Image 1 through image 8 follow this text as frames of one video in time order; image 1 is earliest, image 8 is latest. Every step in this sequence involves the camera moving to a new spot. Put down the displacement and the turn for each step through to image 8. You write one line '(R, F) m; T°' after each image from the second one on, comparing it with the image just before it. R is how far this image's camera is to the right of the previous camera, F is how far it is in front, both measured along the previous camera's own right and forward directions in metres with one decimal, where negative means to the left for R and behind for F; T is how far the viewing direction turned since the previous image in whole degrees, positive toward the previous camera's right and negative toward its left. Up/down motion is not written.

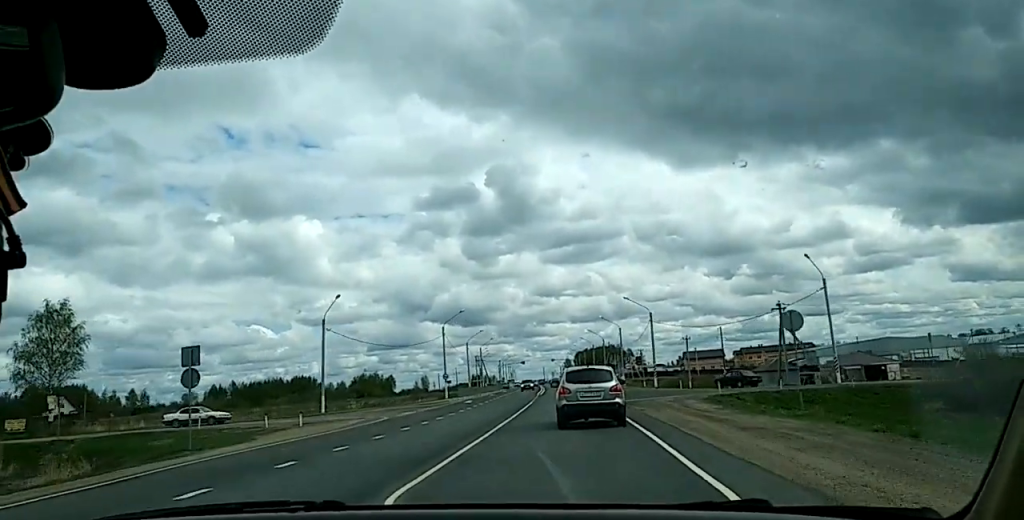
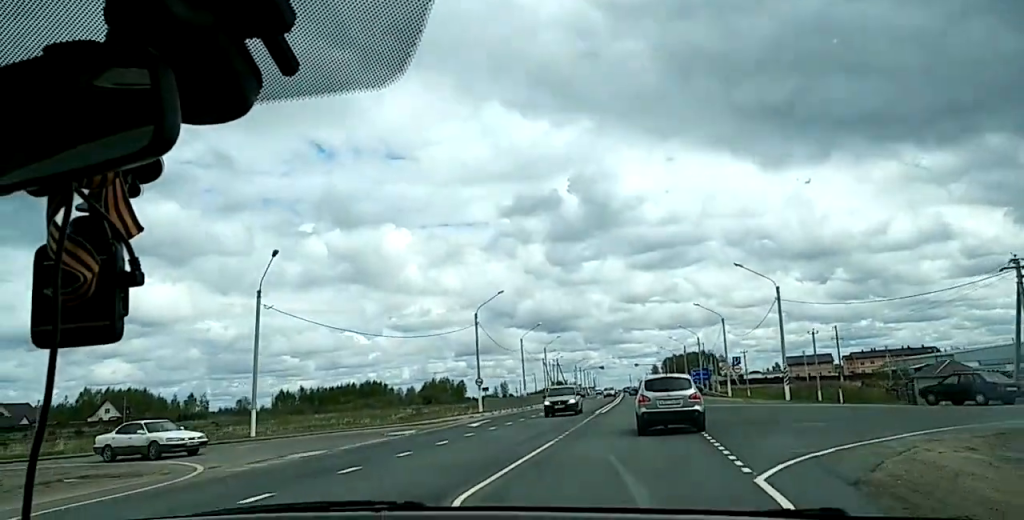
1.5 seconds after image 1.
(-0.9, +28.5) m; -2°
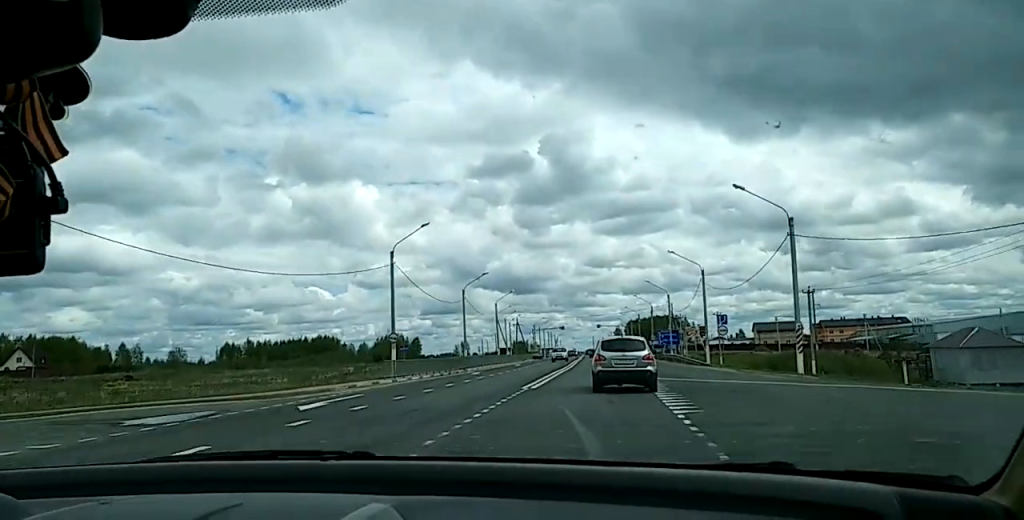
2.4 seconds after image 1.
(0.0, +16.3) m; 0°
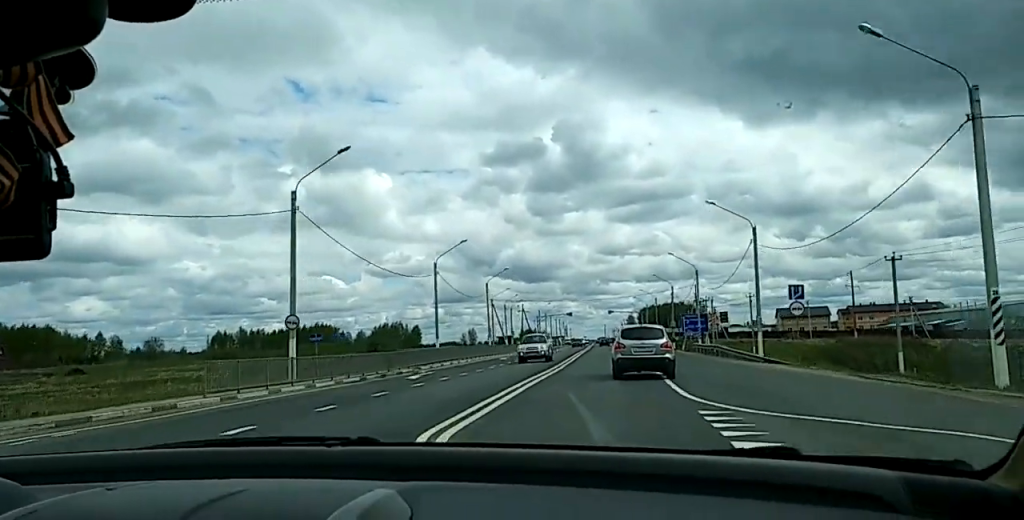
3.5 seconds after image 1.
(+0.1, +18.6) m; -1°
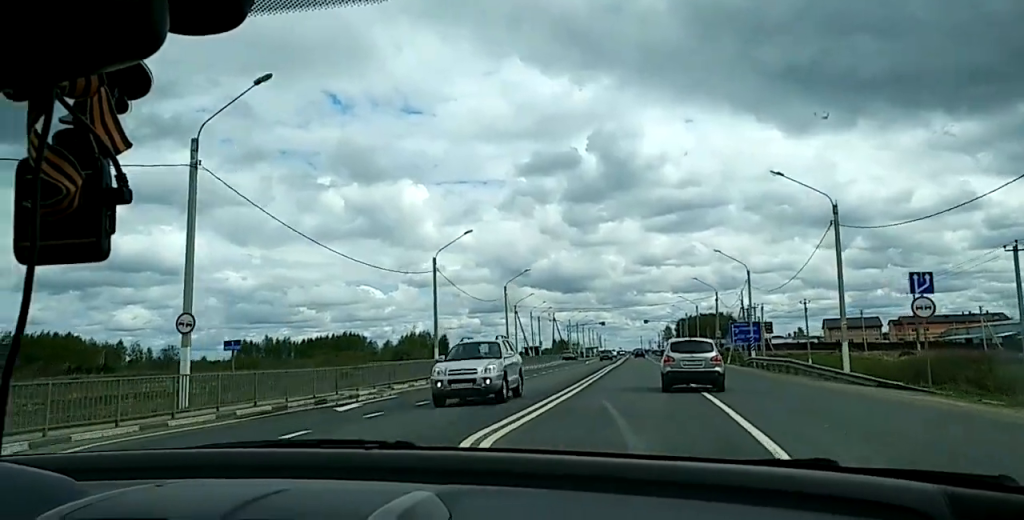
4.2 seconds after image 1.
(-0.1, +11.6) m; -1°
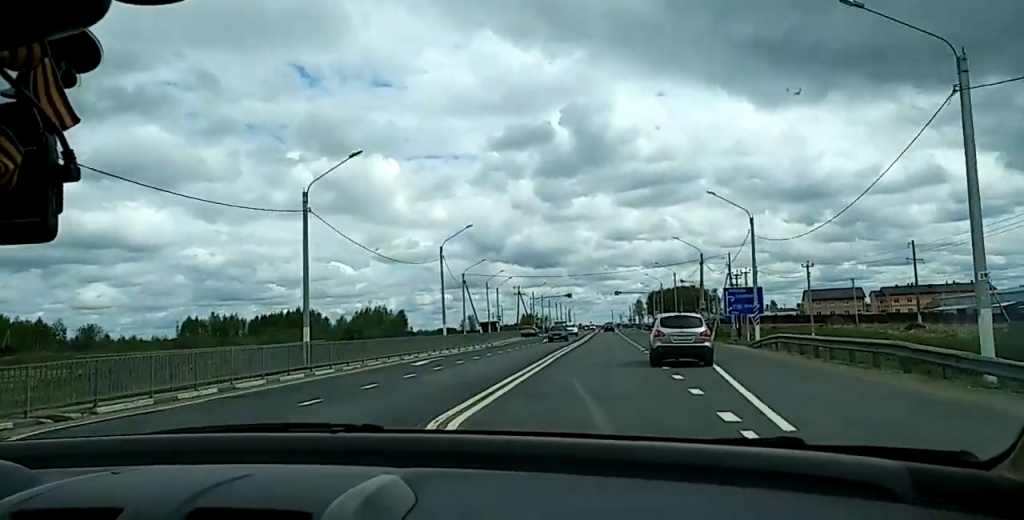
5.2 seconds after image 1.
(-0.2, +16.5) m; -1°
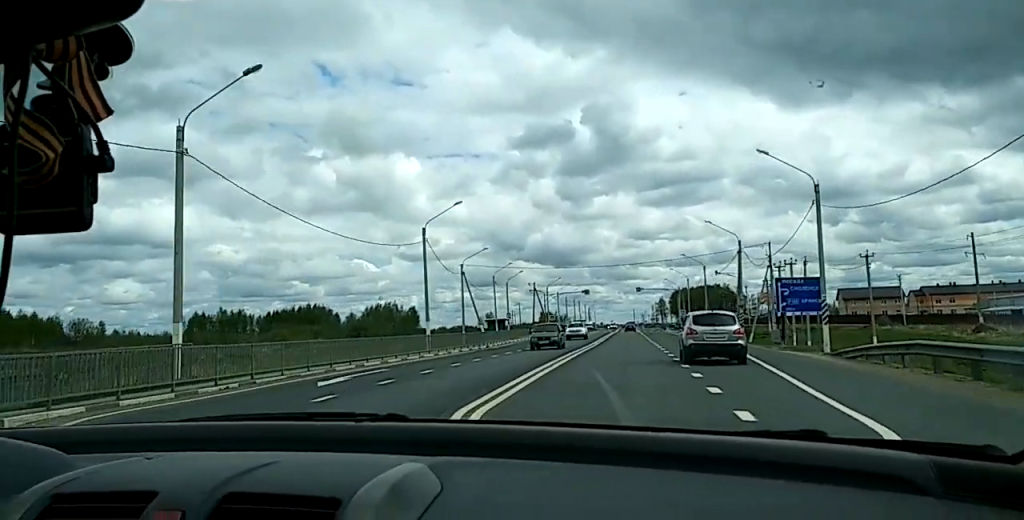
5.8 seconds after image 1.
(0.0, +11.9) m; 0°
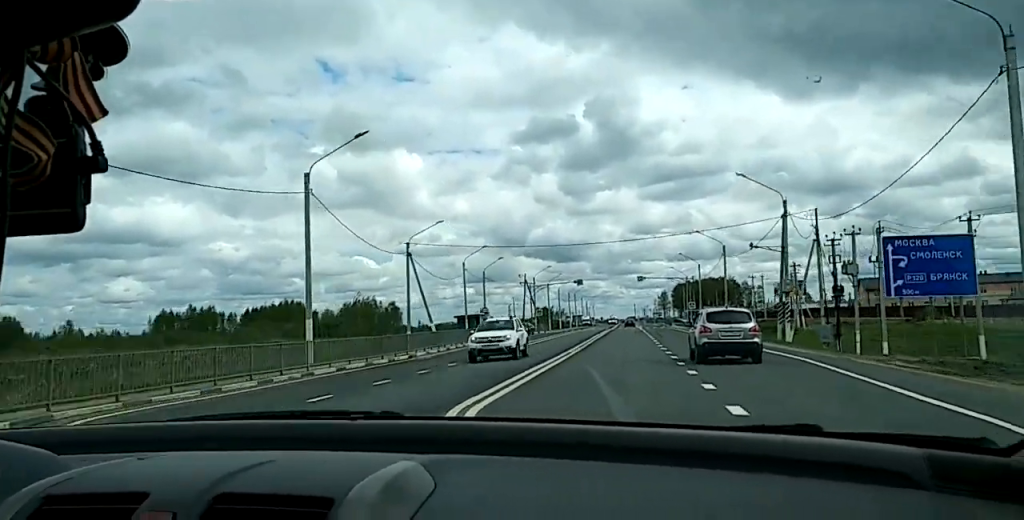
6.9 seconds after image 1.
(0.0, +19.2) m; 0°
